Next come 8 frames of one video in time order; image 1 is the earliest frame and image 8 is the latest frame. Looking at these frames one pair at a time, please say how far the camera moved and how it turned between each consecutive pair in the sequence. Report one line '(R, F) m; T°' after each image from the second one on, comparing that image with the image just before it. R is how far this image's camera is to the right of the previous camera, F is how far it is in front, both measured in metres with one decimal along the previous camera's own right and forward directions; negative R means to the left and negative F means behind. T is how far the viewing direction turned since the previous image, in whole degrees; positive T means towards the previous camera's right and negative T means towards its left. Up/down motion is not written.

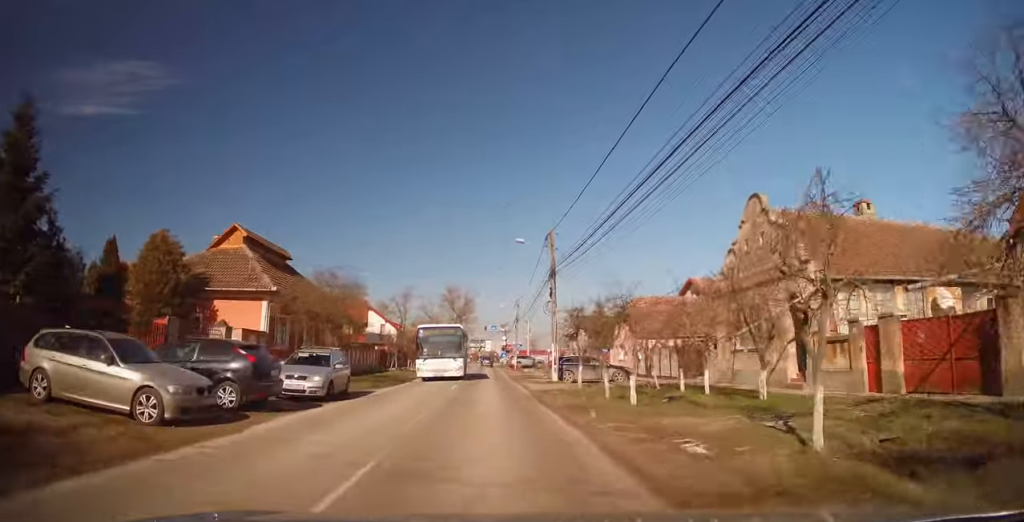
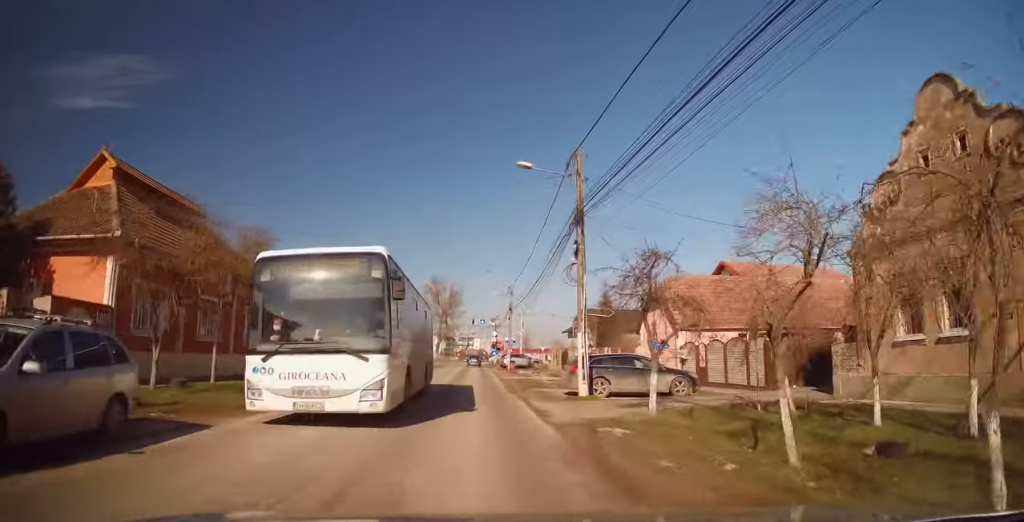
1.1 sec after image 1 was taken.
(+0.3, +11.1) m; +2°
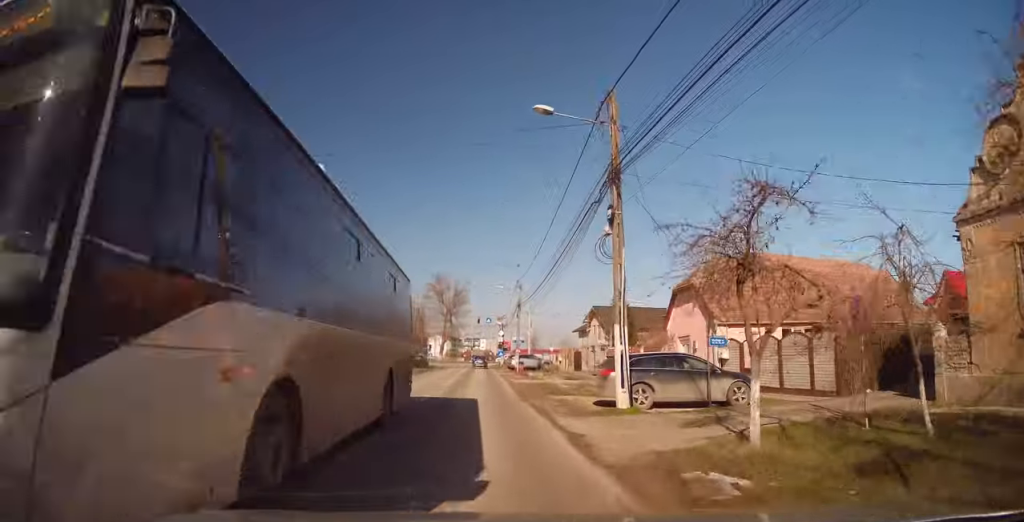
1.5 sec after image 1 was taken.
(+0.1, +4.1) m; 0°
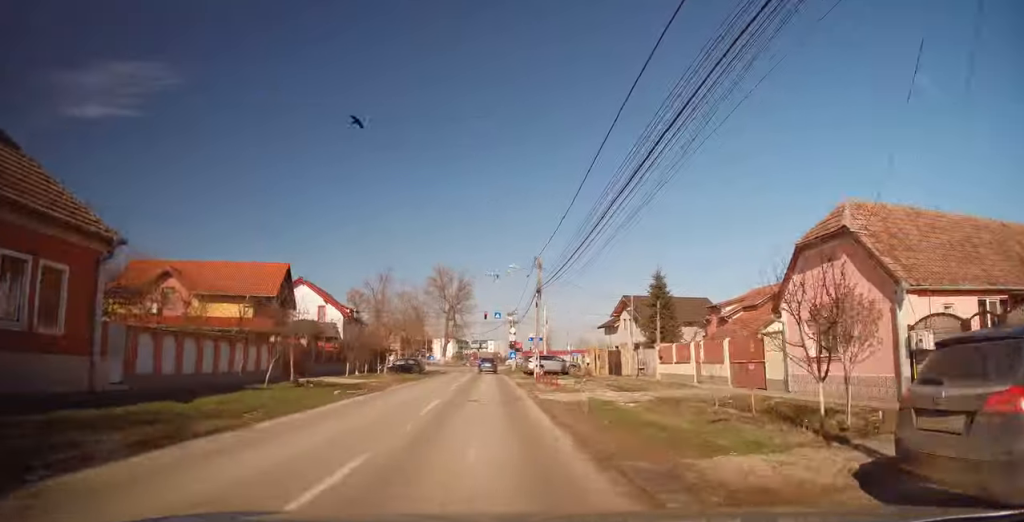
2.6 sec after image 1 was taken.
(-0.3, +11.8) m; -2°
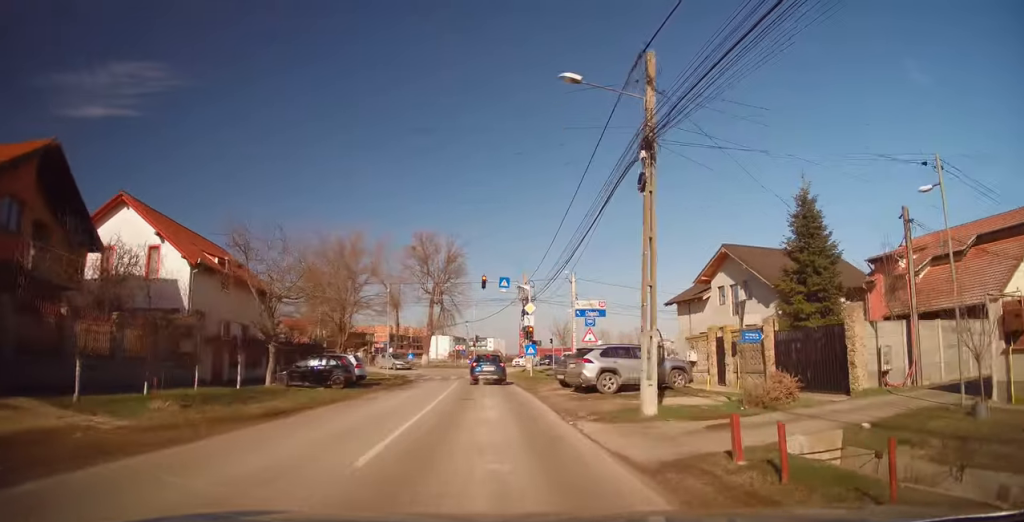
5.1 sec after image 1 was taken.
(-0.3, +23.7) m; +1°
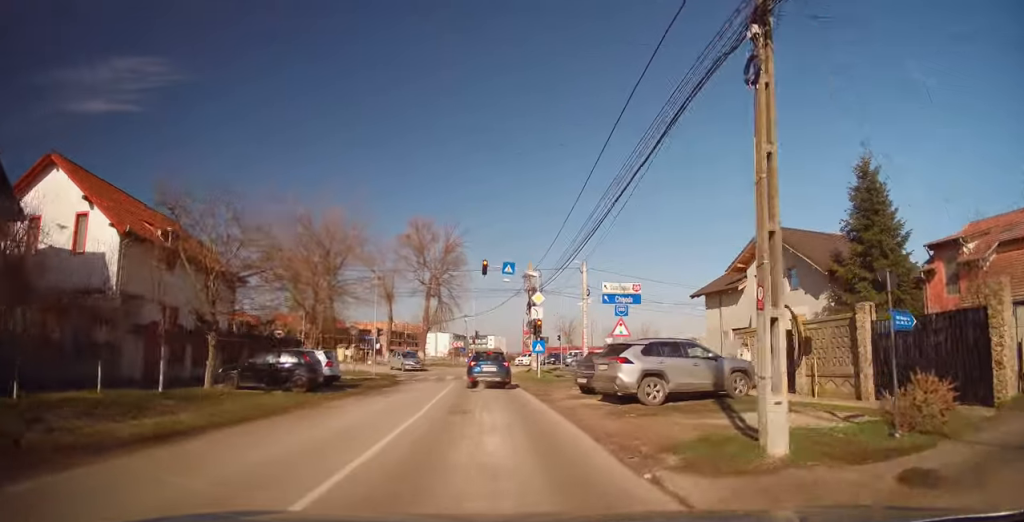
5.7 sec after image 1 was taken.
(+0.2, +4.9) m; 0°
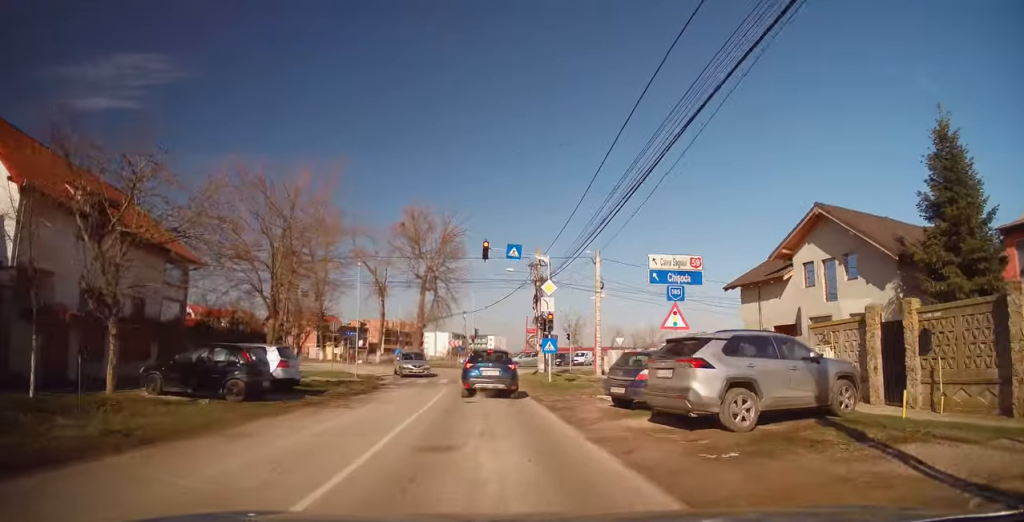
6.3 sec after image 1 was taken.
(-0.3, +4.9) m; -1°
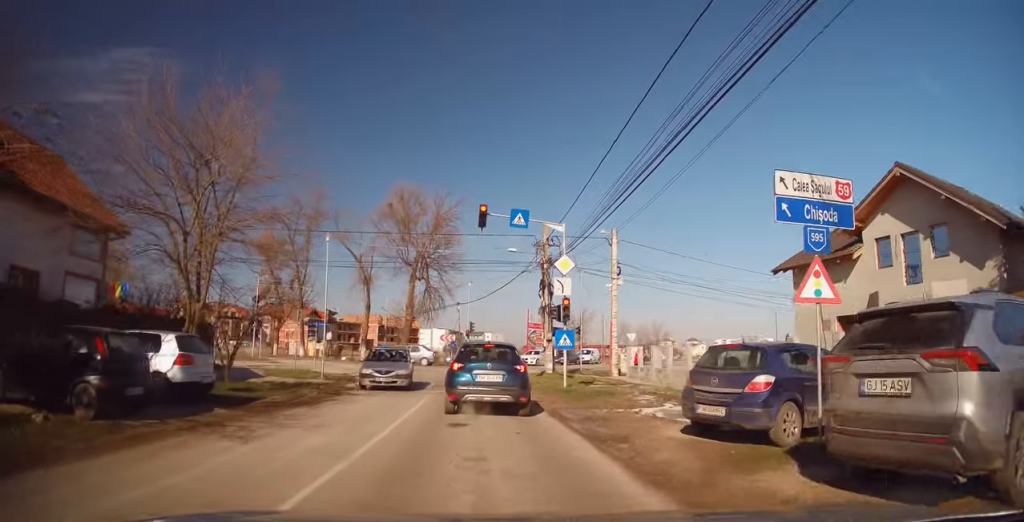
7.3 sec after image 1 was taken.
(+0.1, +6.1) m; +1°
